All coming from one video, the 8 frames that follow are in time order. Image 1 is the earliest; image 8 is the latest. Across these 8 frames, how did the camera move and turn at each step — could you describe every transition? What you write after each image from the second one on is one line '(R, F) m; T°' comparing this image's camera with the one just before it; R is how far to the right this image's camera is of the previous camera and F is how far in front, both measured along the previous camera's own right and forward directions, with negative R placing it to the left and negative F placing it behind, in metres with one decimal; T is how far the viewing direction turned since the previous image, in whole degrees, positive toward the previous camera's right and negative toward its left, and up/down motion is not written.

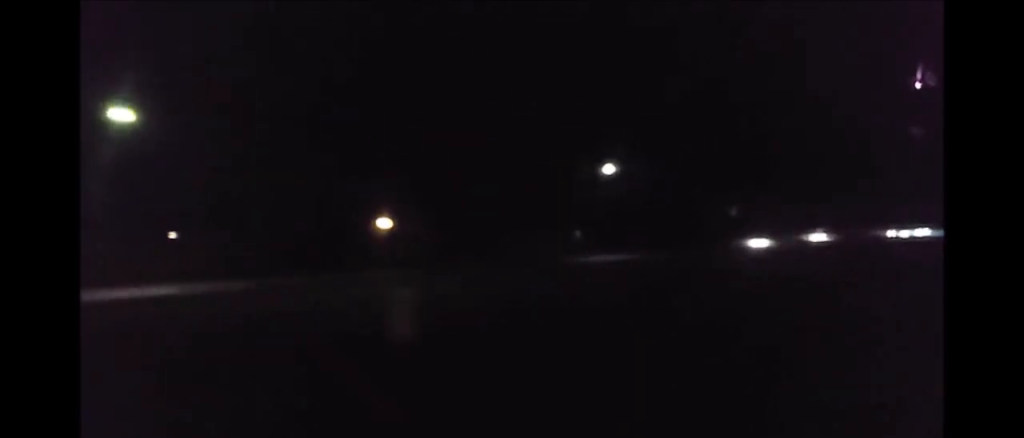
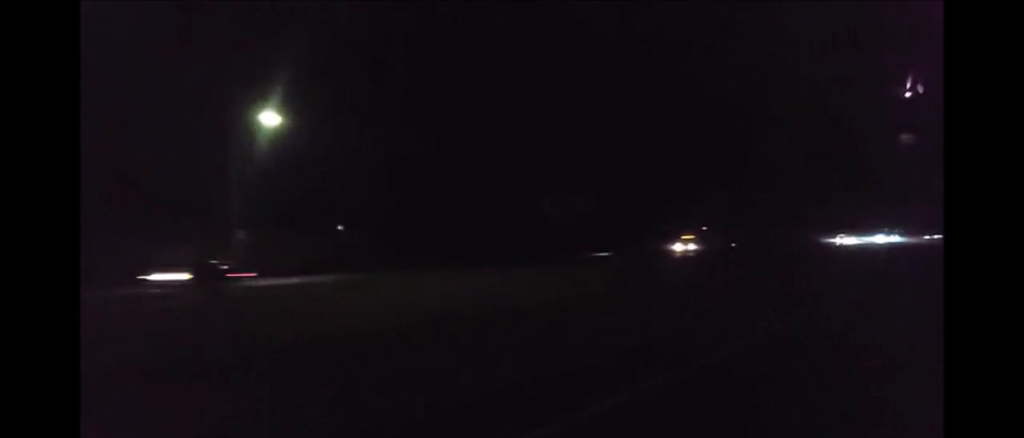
(-0.4, +55.0) m; 0°
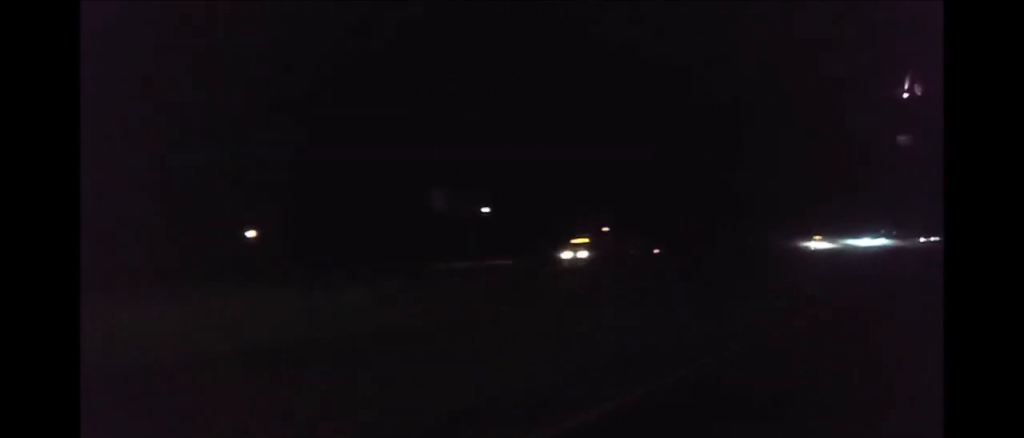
(+0.2, +20.6) m; 0°
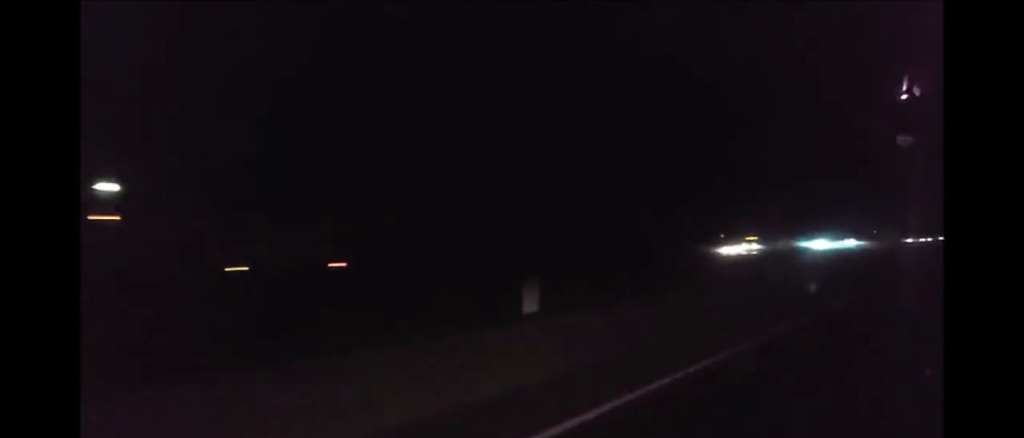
(0.0, +34.4) m; 0°
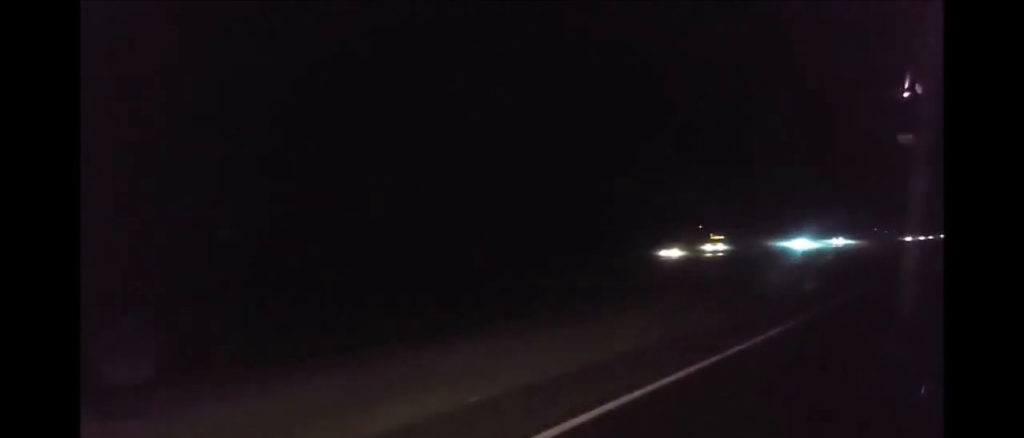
(0.0, +13.0) m; 0°
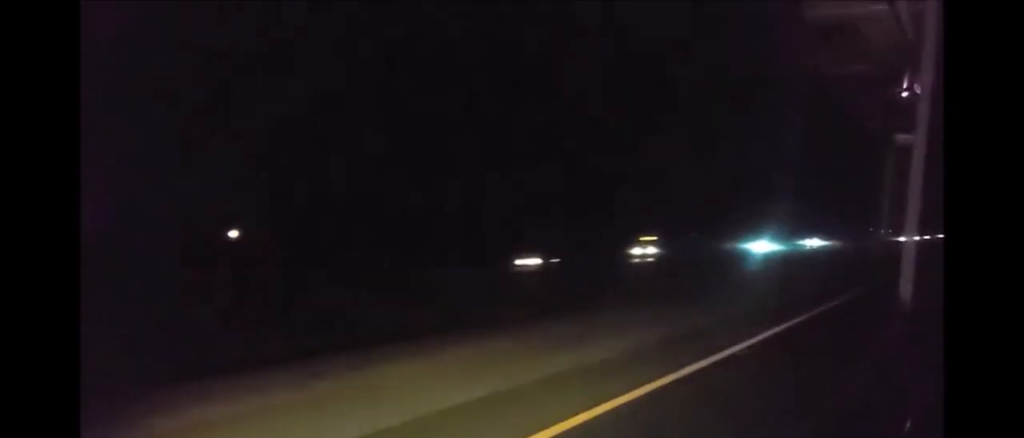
(0.0, +15.7) m; 0°
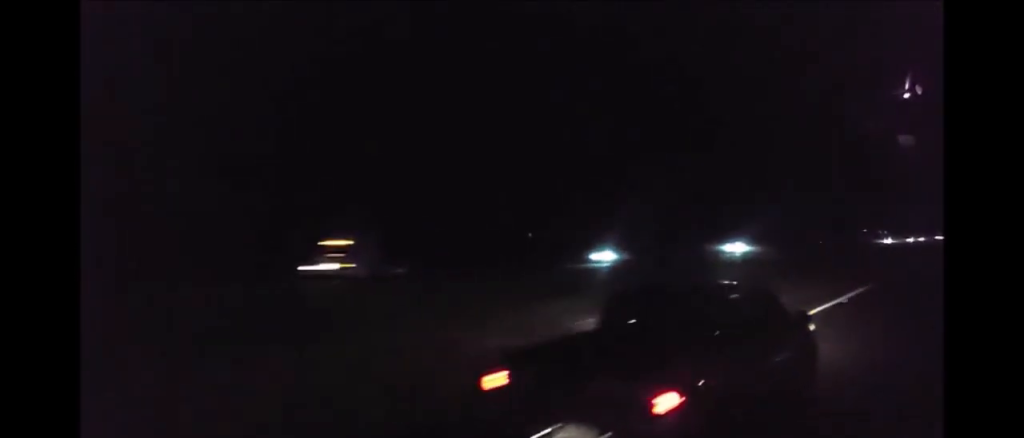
(0.0, +30.2) m; 0°
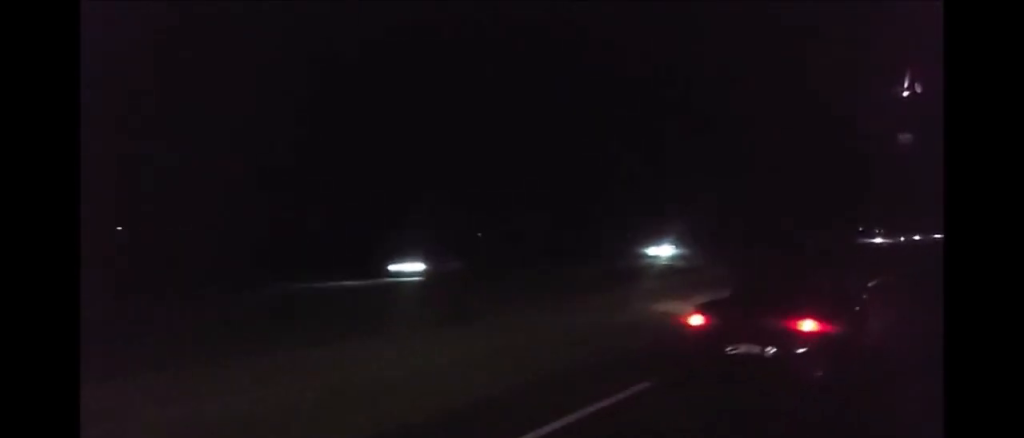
(0.0, +14.4) m; 0°
